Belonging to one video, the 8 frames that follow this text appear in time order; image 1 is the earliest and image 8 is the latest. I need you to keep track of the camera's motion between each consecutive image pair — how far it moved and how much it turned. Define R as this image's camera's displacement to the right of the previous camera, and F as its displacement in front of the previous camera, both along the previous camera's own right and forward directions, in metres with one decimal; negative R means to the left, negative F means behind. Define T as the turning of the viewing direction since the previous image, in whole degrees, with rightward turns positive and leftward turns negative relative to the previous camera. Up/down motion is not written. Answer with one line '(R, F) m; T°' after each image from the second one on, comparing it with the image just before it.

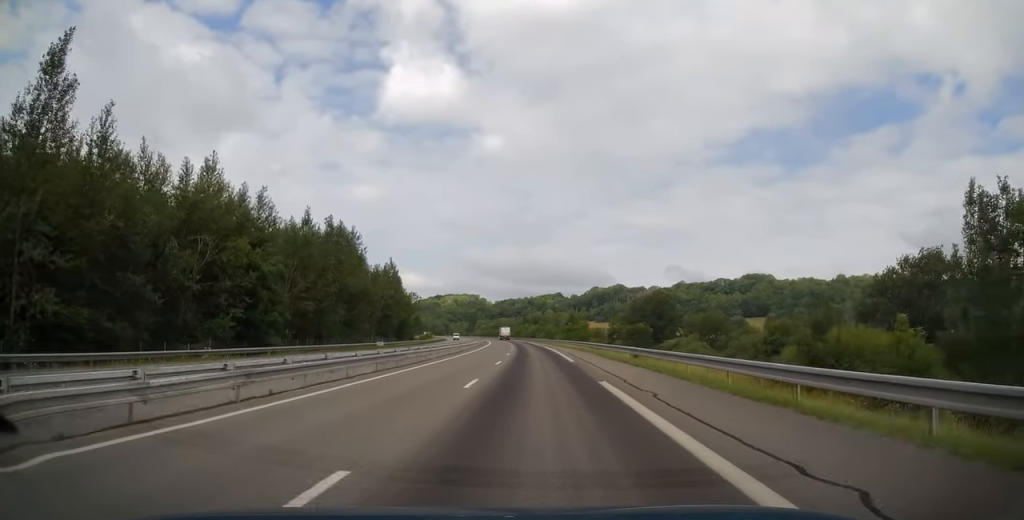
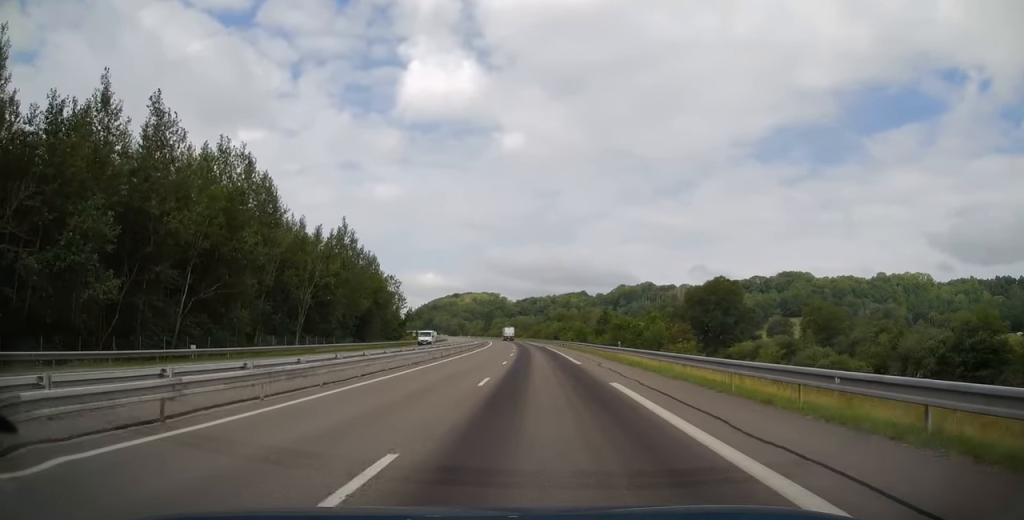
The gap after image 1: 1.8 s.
(-1.3, +51.2) m; -3°
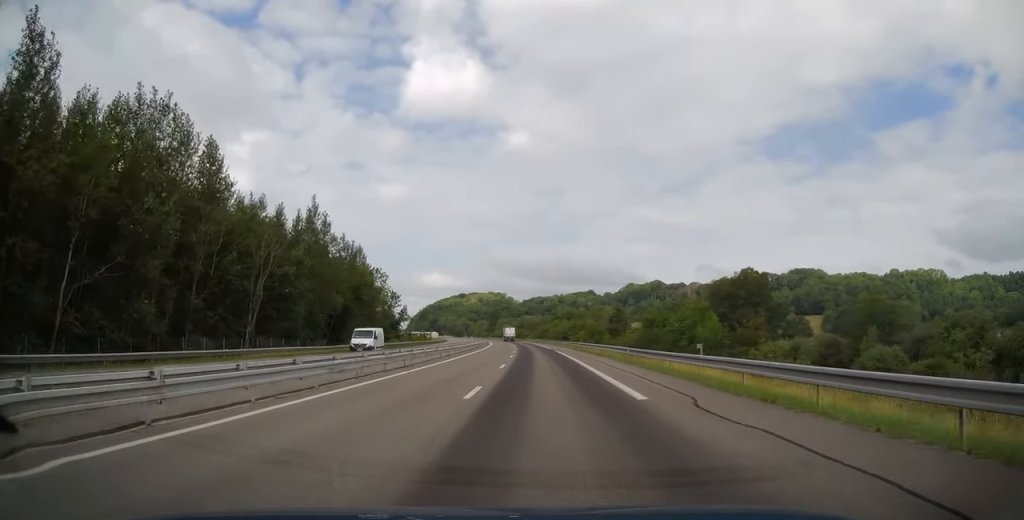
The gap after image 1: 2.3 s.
(-0.2, +16.6) m; -1°
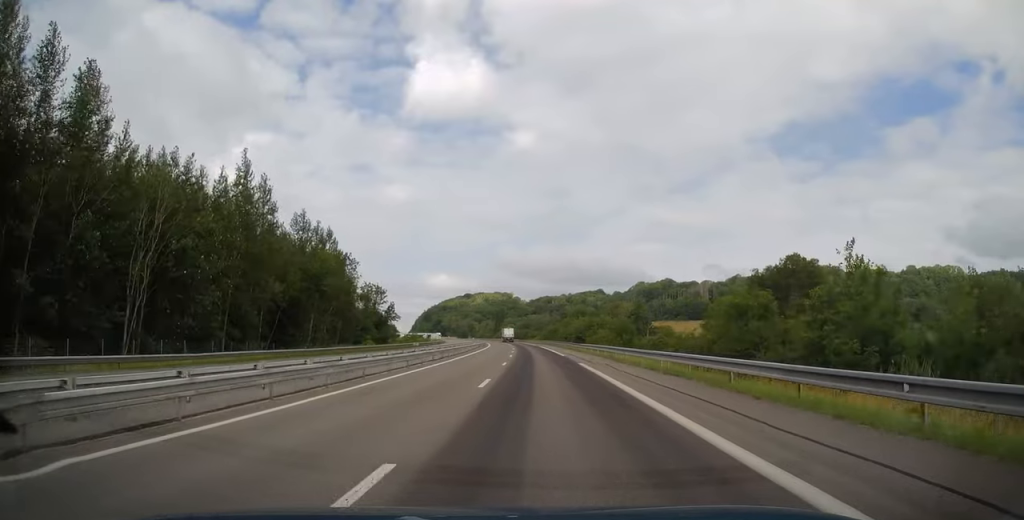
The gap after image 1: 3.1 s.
(-0.2, +22.9) m; -1°
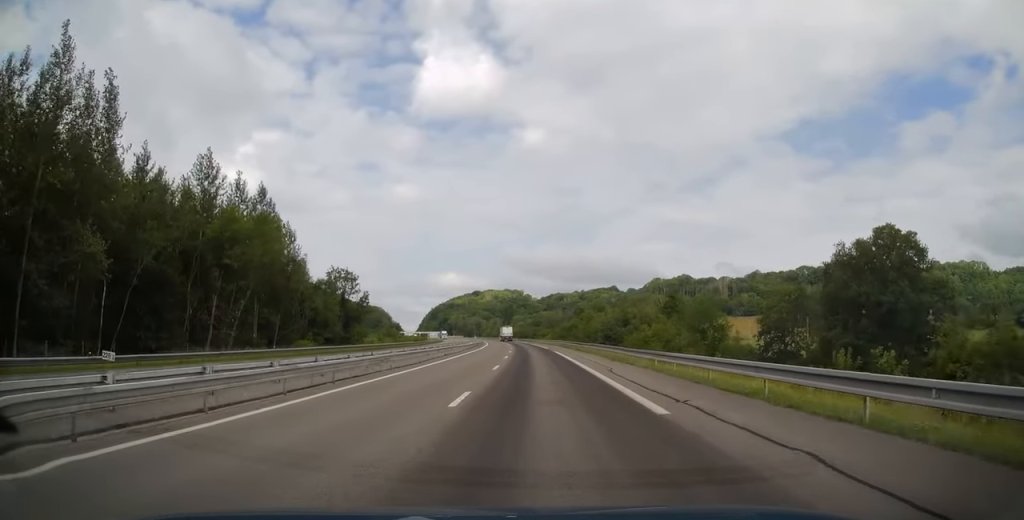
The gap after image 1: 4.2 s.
(-0.1, +30.7) m; -1°
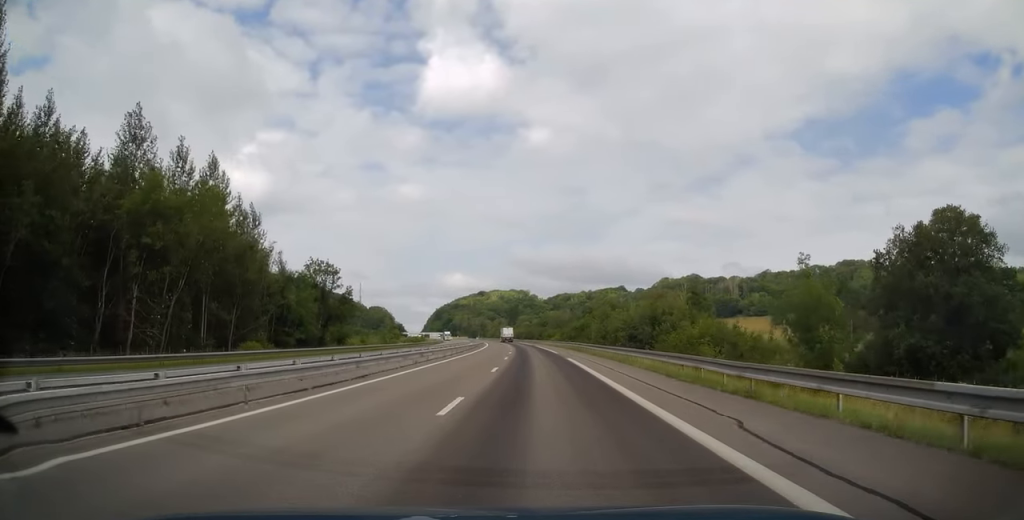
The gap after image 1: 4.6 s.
(-0.2, +14.2) m; 0°
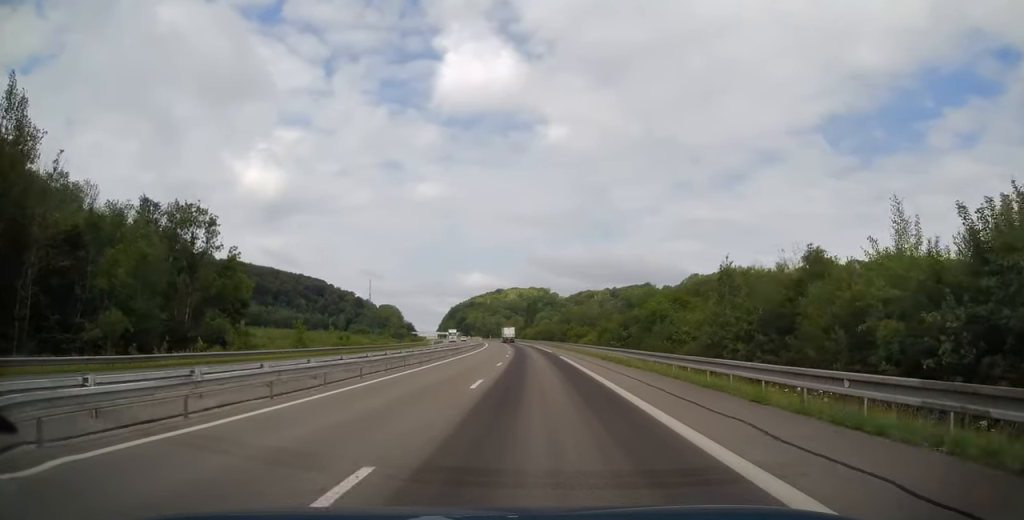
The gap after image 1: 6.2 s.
(-0.4, +46.4) m; -2°
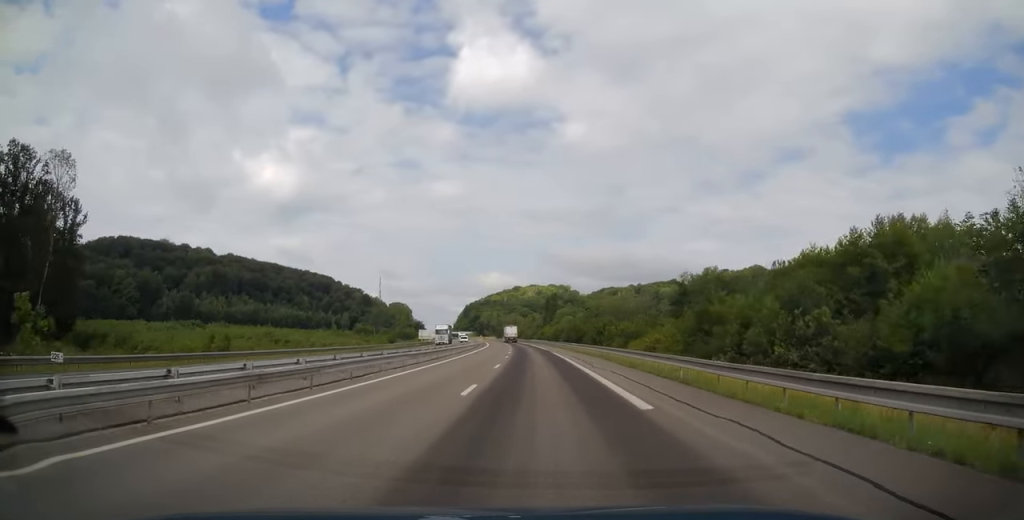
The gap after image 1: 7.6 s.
(-0.9, +41.0) m; -3°
